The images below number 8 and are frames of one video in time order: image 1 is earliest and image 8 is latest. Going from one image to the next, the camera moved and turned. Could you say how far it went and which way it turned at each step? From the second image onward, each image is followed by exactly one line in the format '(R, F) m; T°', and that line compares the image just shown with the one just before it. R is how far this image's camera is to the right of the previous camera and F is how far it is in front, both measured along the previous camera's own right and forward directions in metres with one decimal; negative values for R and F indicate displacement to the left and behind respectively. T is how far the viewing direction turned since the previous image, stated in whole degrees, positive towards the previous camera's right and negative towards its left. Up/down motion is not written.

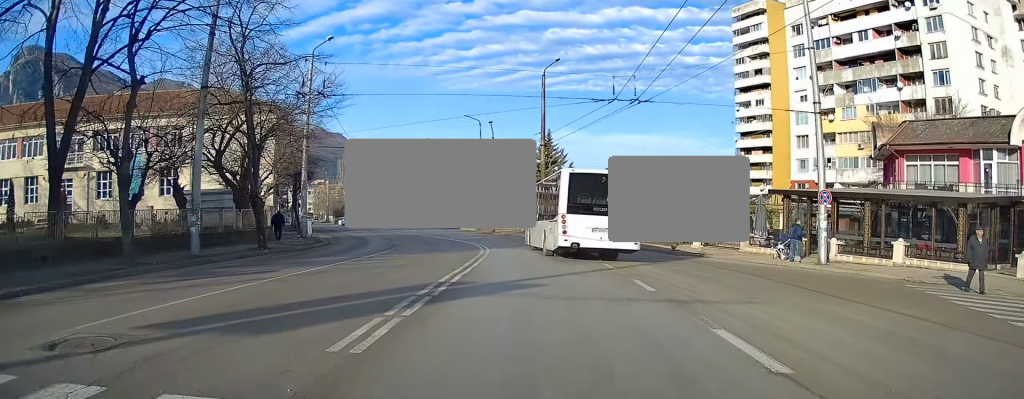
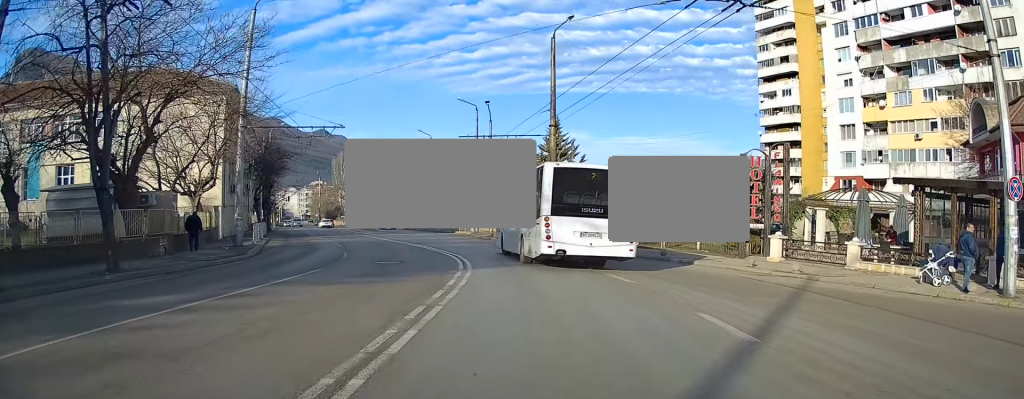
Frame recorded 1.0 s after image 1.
(+0.1, +10.1) m; +3°
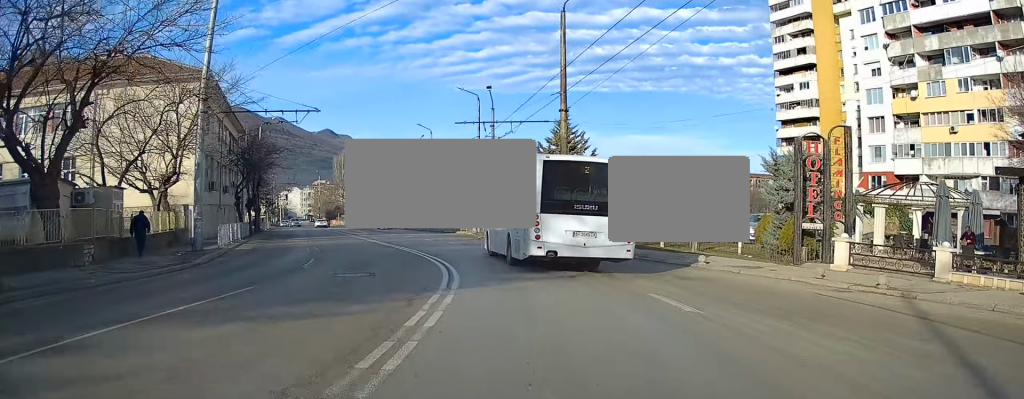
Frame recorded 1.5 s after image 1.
(+0.4, +4.8) m; +1°
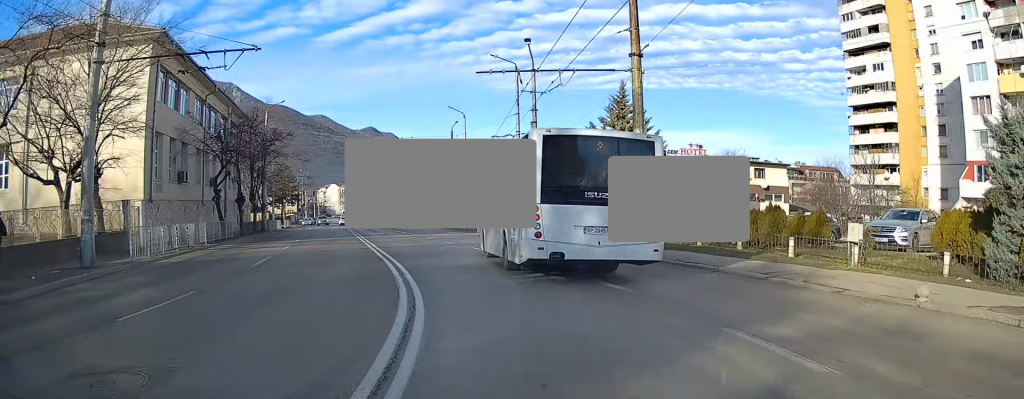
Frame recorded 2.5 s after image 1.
(-0.5, +9.9) m; -7°
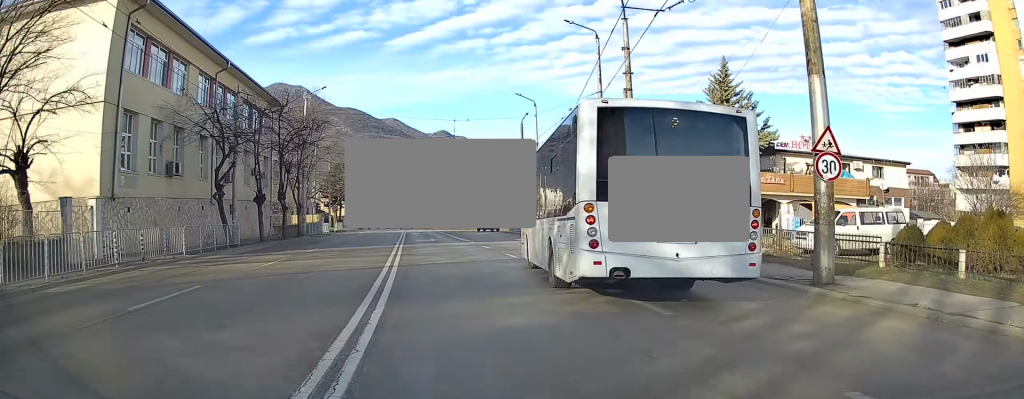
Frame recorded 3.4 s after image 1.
(-0.7, +8.9) m; -7°
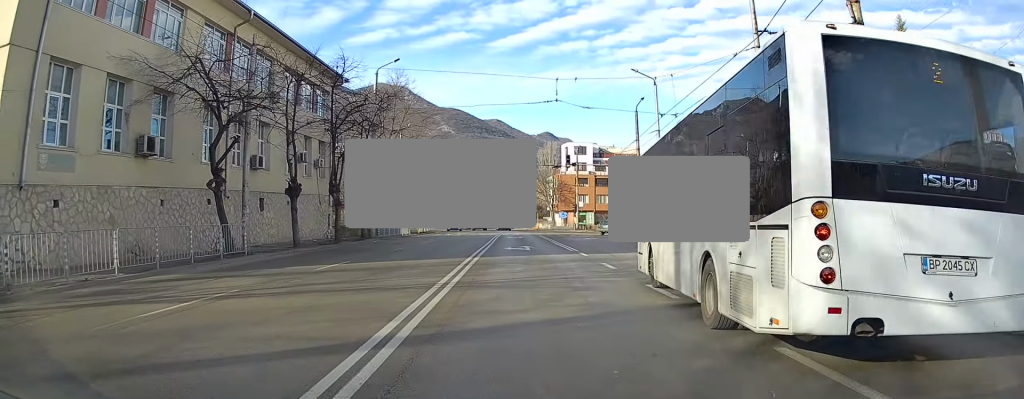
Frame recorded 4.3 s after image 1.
(-0.7, +10.1) m; -6°
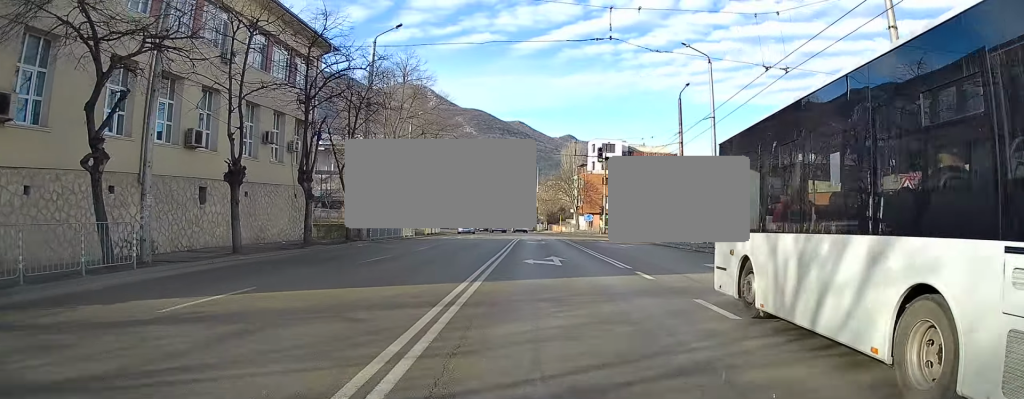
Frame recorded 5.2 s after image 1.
(-0.3, +8.5) m; -3°
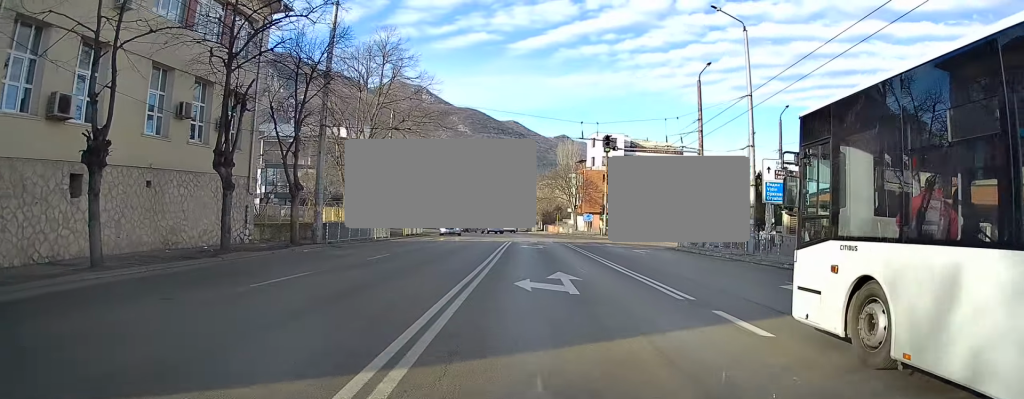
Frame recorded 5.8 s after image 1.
(-0.1, +7.3) m; -1°
